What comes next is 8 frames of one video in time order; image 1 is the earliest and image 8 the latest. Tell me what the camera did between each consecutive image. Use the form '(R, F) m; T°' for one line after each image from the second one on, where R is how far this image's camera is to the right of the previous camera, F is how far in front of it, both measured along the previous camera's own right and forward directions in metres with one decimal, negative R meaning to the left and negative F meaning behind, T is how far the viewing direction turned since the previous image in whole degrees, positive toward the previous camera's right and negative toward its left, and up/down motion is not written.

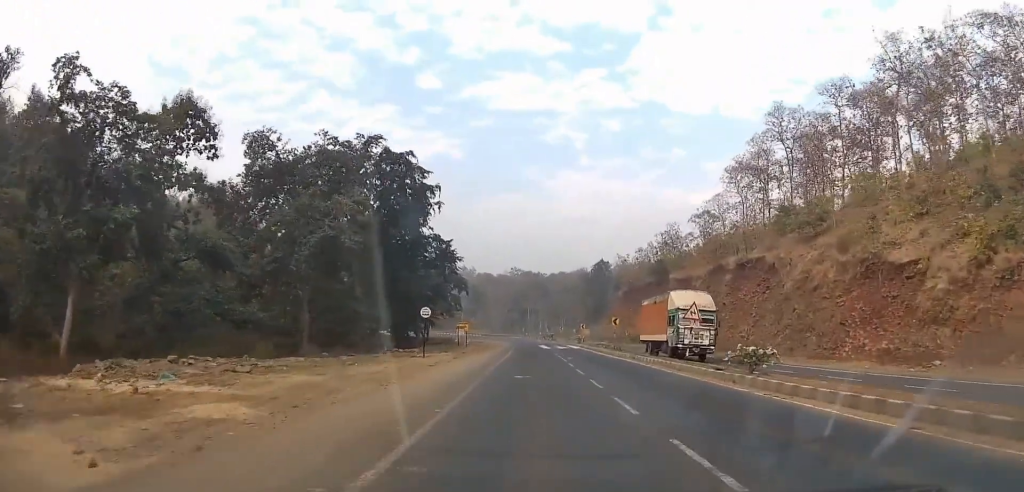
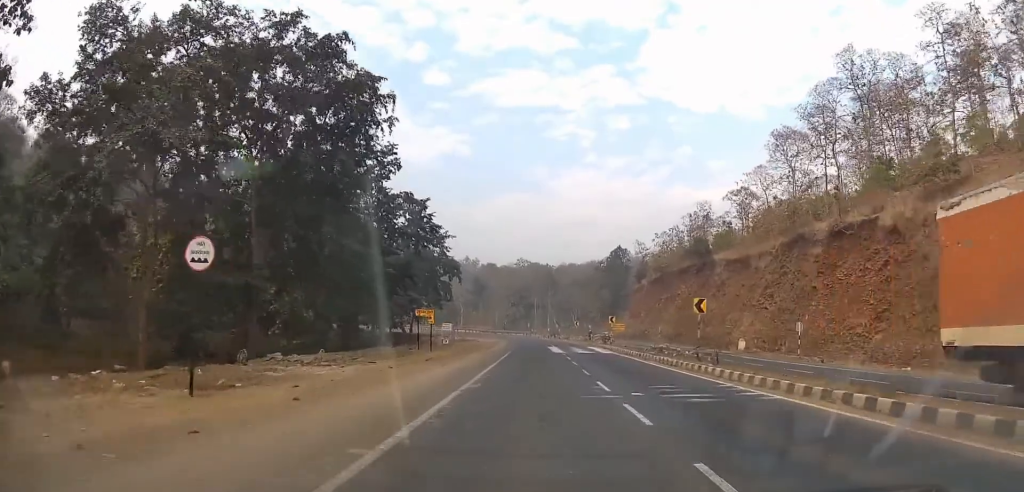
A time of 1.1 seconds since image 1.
(-0.1, +21.0) m; 0°
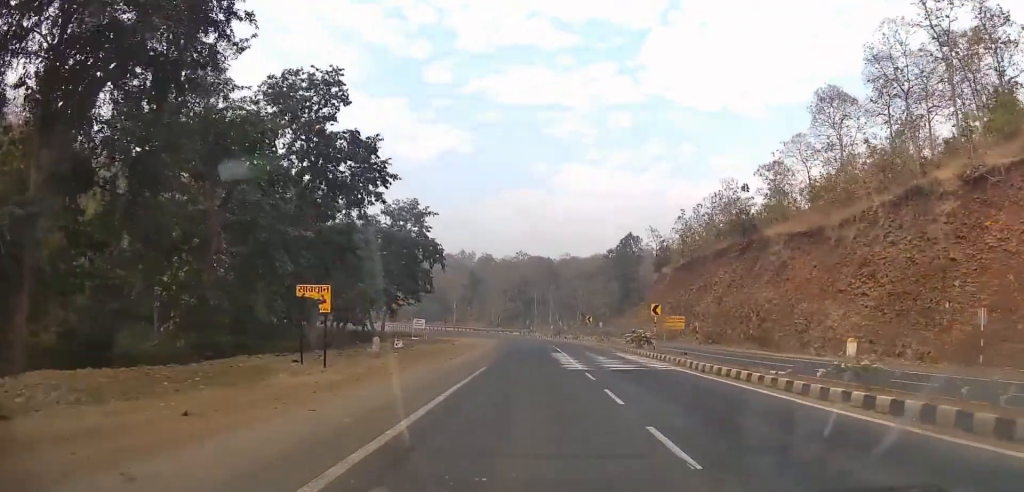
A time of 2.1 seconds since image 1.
(-0.1, +17.6) m; 0°
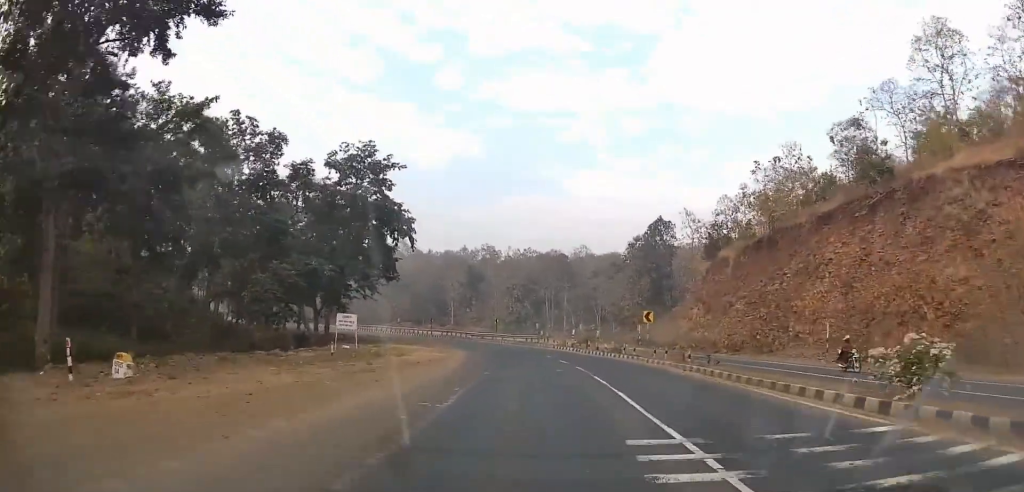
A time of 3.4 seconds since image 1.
(-0.1, +28.0) m; 0°
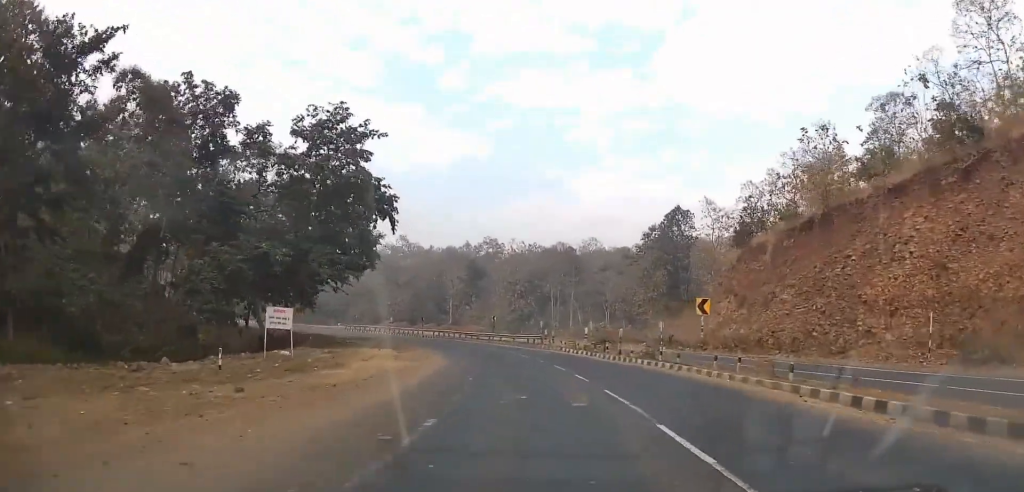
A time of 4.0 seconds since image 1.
(0.0, +11.3) m; 0°
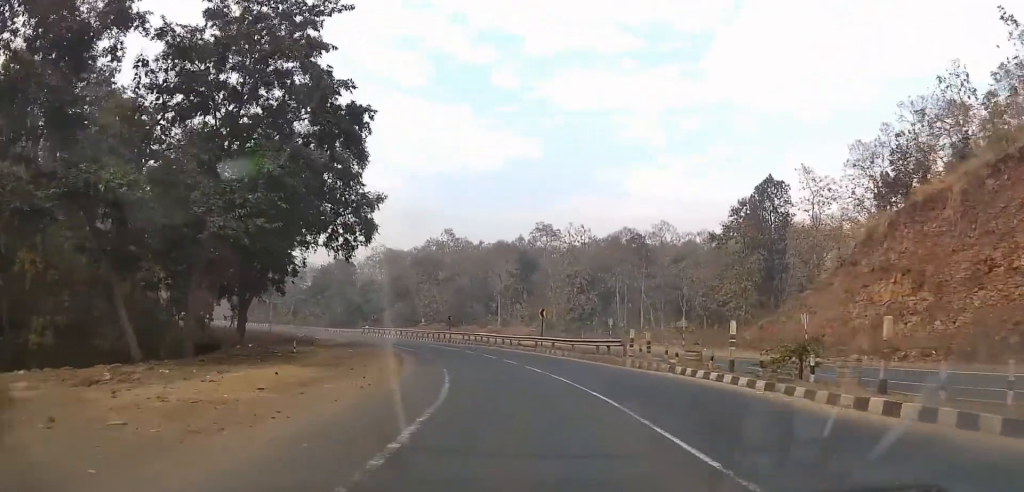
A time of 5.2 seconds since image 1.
(-0.3, +24.3) m; -2°
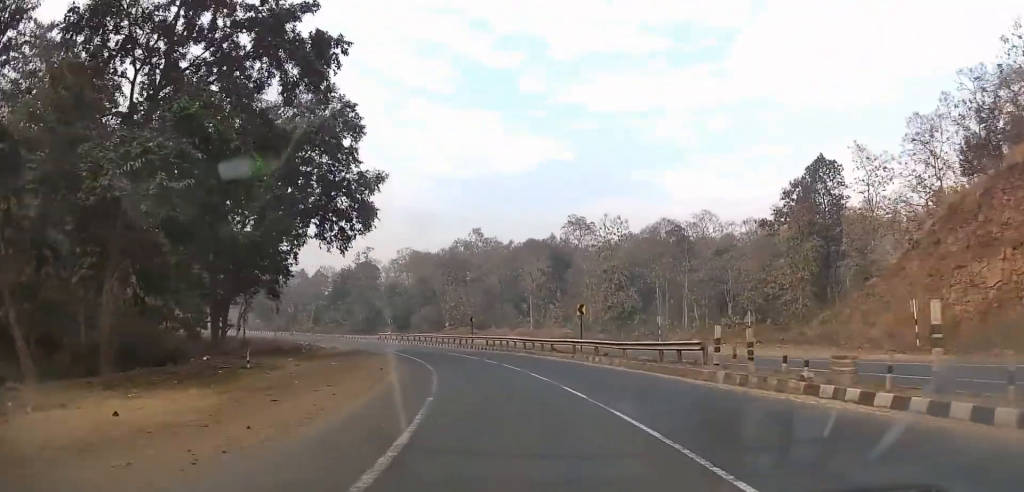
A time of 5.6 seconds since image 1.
(-0.1, +9.8) m; -2°
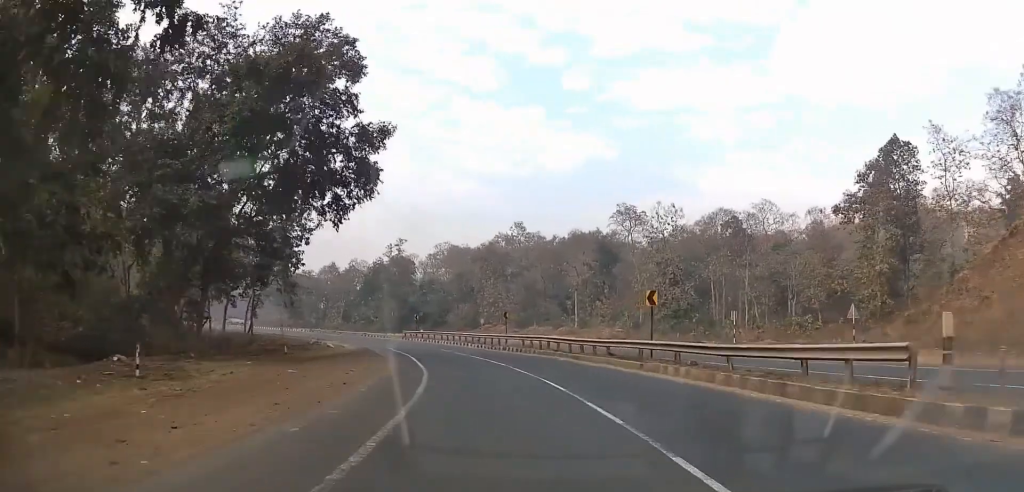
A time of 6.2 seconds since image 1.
(0.0, +11.3) m; -3°
